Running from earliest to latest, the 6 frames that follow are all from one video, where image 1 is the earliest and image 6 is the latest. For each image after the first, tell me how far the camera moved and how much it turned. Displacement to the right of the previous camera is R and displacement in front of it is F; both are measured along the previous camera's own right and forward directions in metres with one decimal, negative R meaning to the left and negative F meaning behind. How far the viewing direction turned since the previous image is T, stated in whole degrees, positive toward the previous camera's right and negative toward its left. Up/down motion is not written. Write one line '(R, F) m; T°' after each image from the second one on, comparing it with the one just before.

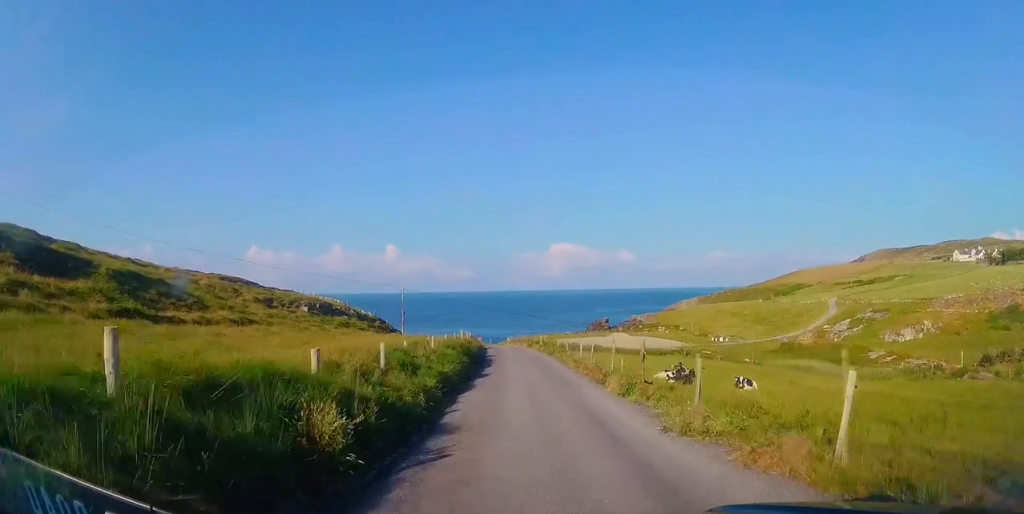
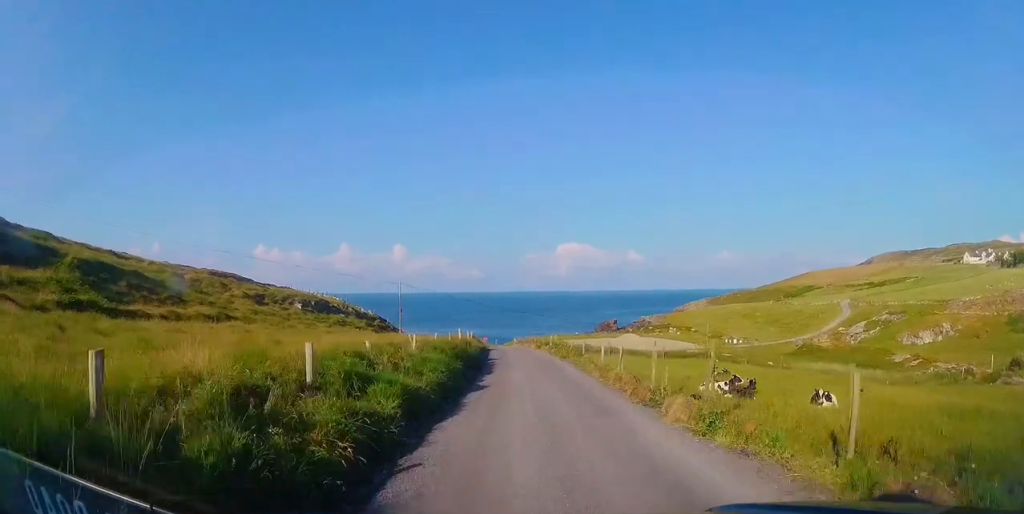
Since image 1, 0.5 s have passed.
(-0.2, +4.9) m; -2°
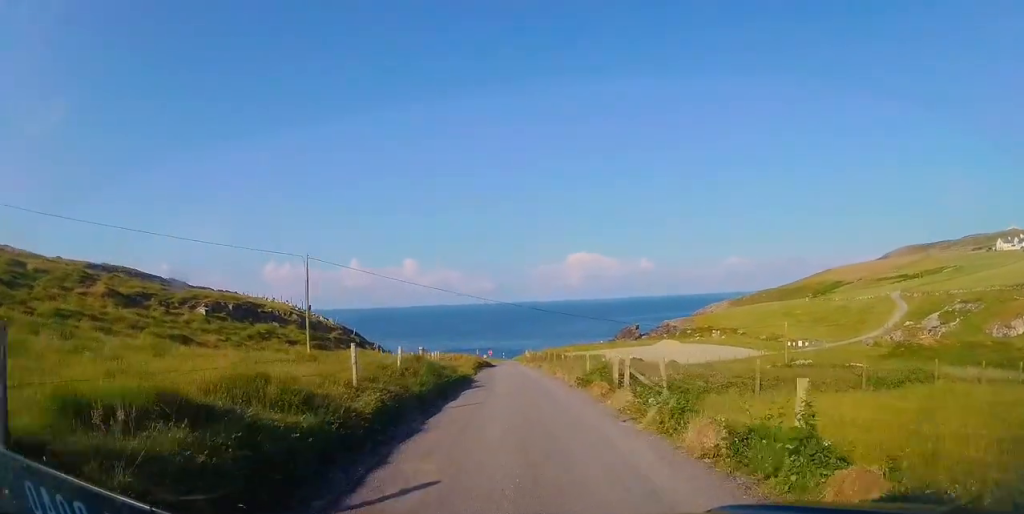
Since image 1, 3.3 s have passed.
(-0.3, +26.8) m; -2°
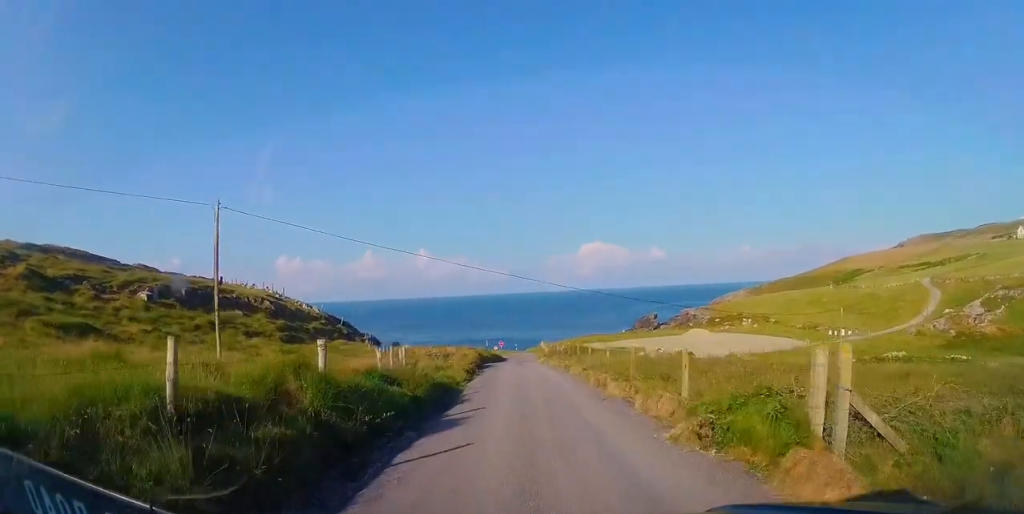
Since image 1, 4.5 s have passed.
(-0.5, +10.9) m; -4°
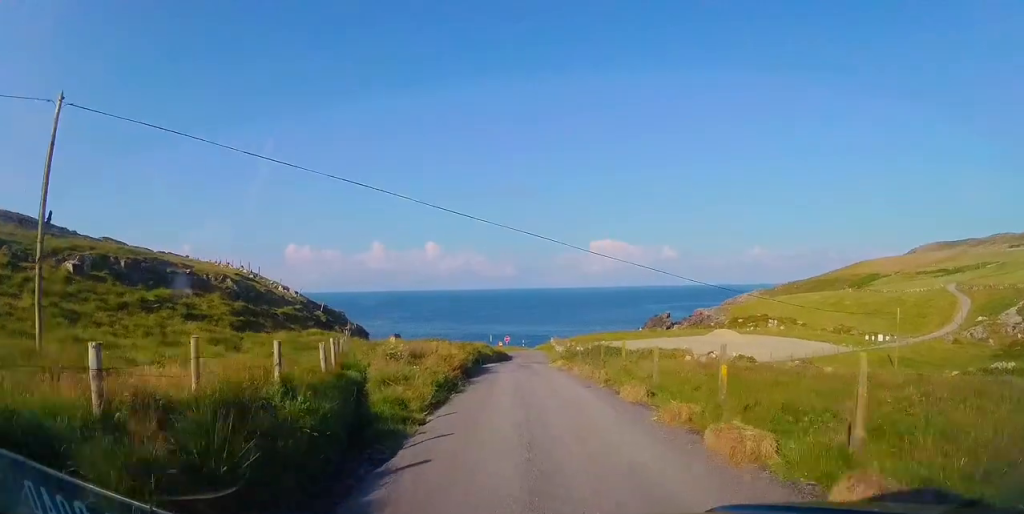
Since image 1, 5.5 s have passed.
(0.0, +9.6) m; +1°
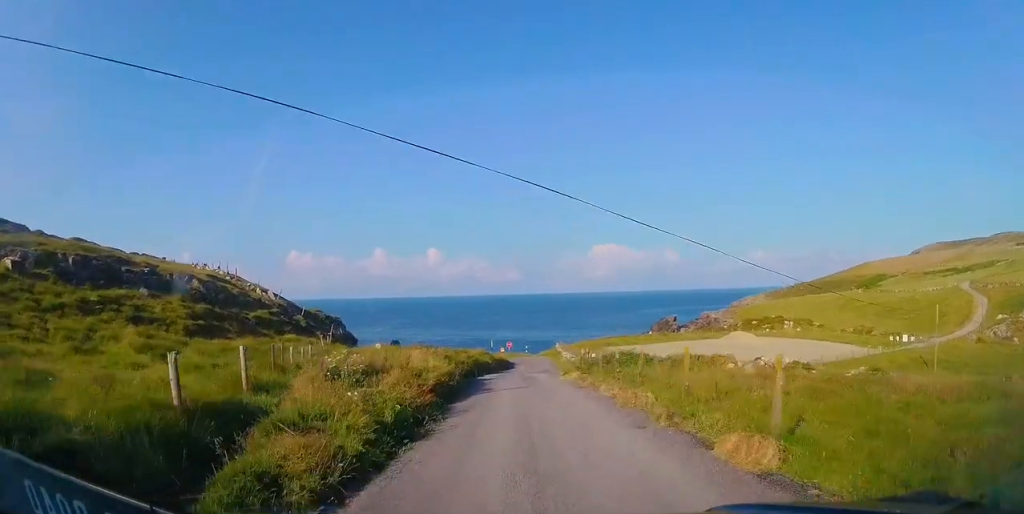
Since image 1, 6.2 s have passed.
(+0.1, +5.9) m; -1°
